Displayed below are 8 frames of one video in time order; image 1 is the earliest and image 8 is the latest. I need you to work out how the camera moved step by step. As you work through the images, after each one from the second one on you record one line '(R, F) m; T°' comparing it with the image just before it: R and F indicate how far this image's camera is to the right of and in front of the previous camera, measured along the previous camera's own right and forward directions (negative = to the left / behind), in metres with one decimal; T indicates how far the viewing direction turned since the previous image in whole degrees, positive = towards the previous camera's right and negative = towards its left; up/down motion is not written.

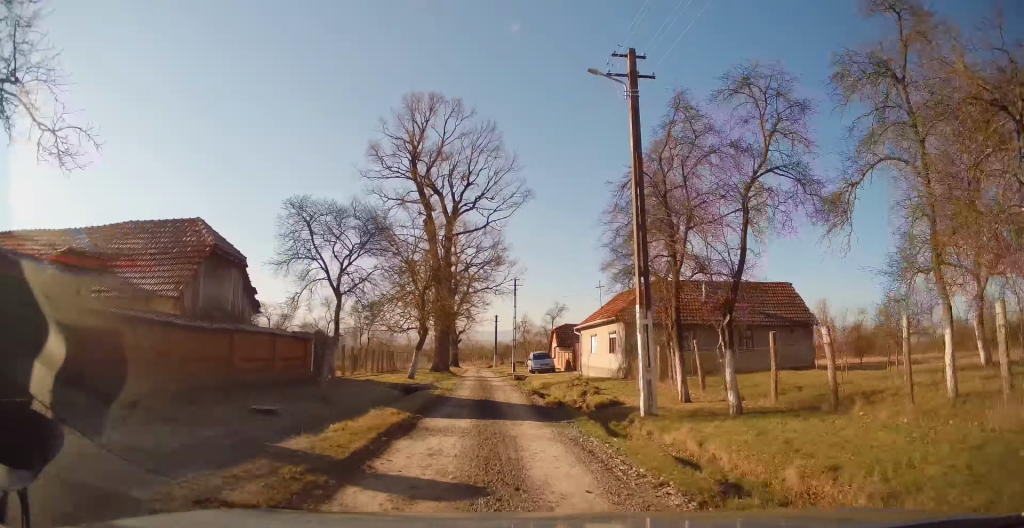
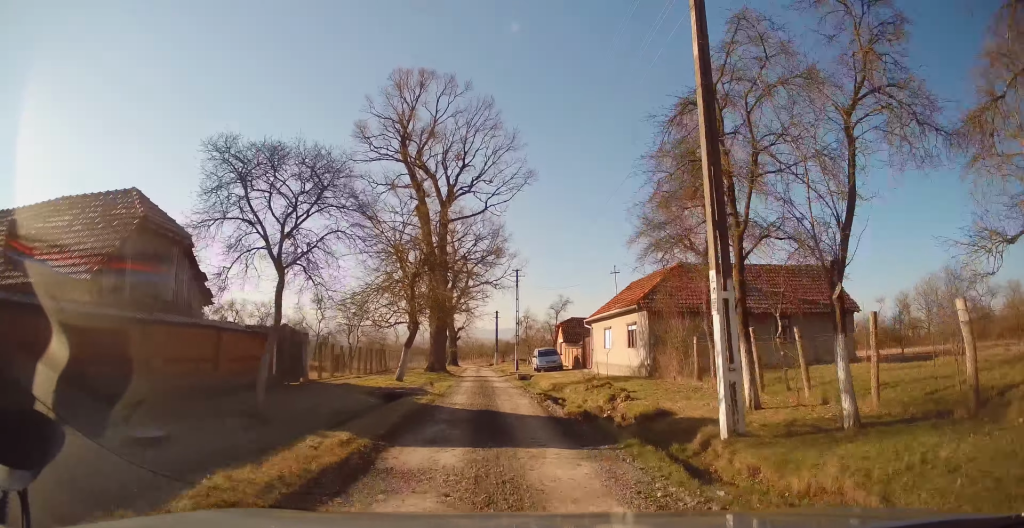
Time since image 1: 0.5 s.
(0.0, +4.1) m; -1°
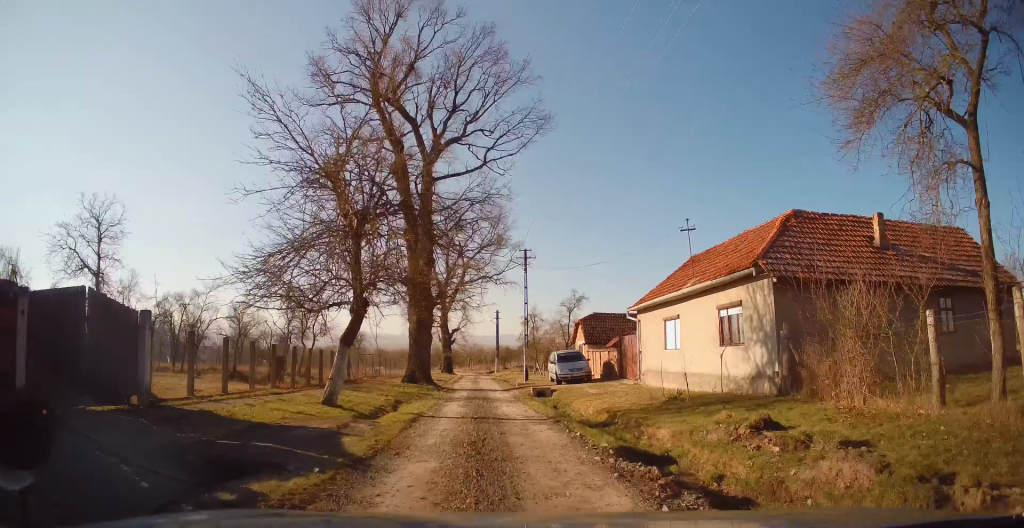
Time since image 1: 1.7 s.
(-0.2, +10.4) m; -1°
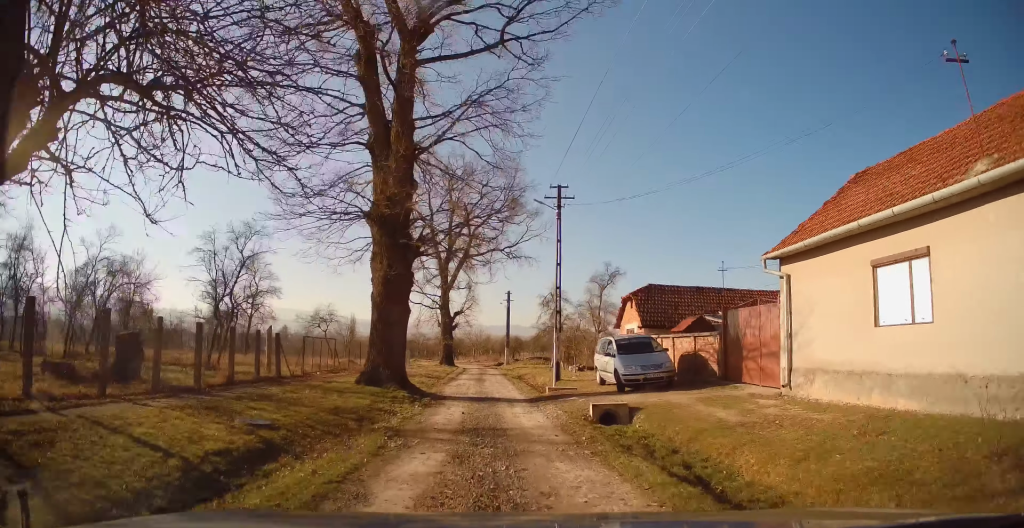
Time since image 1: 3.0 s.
(+0.1, +11.5) m; +1°
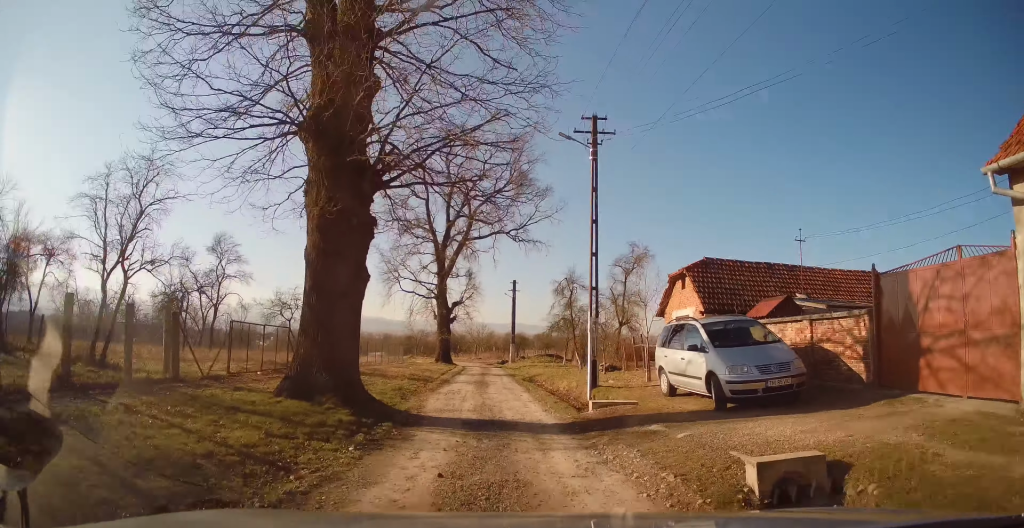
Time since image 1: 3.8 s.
(0.0, +6.9) m; -1°
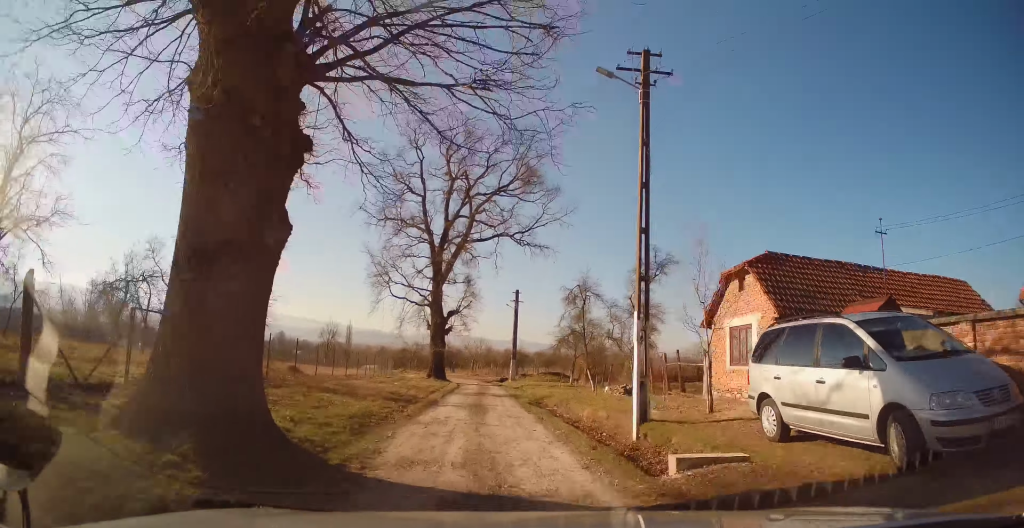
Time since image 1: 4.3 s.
(0.0, +4.8) m; +1°
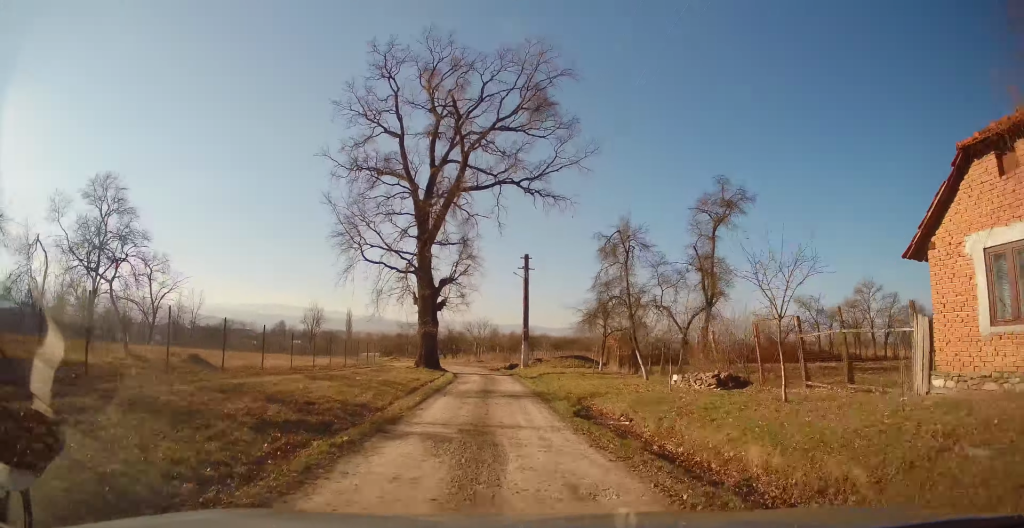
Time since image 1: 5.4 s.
(+0.1, +9.7) m; +1°
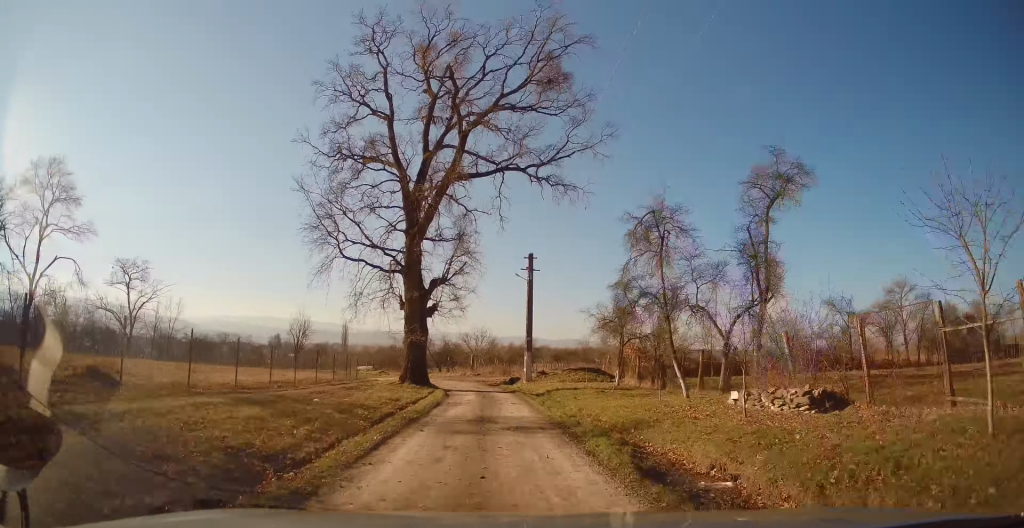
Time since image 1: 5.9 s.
(+0.3, +4.8) m; 0°
